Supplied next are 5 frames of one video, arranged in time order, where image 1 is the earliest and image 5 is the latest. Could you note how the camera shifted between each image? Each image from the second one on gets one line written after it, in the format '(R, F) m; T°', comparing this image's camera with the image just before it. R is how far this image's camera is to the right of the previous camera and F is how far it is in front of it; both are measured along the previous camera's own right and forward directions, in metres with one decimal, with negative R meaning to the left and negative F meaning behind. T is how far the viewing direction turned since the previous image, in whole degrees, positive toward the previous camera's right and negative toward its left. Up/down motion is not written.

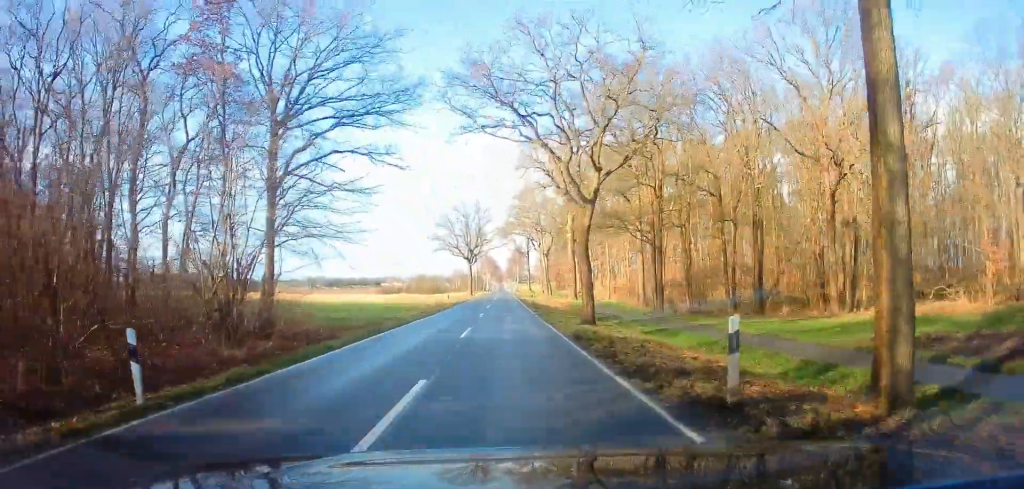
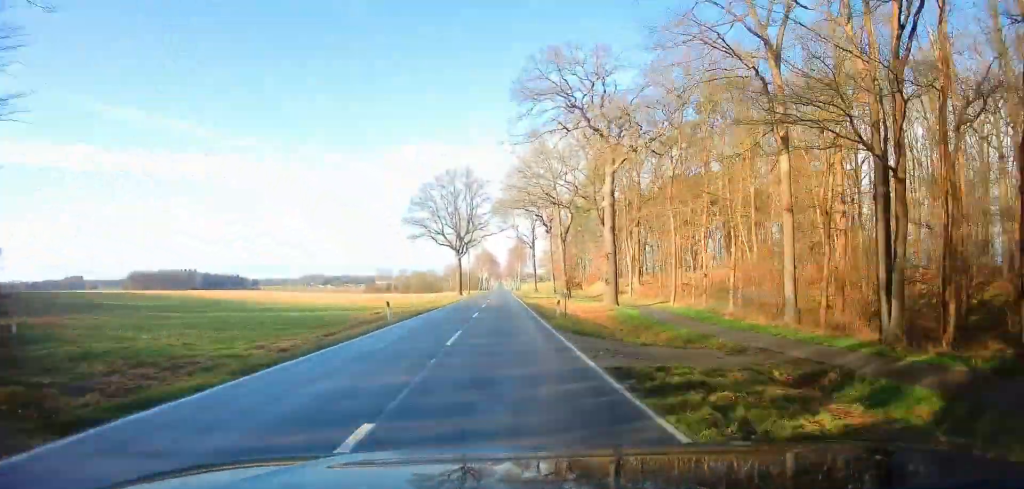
(-0.7, +27.0) m; -1°
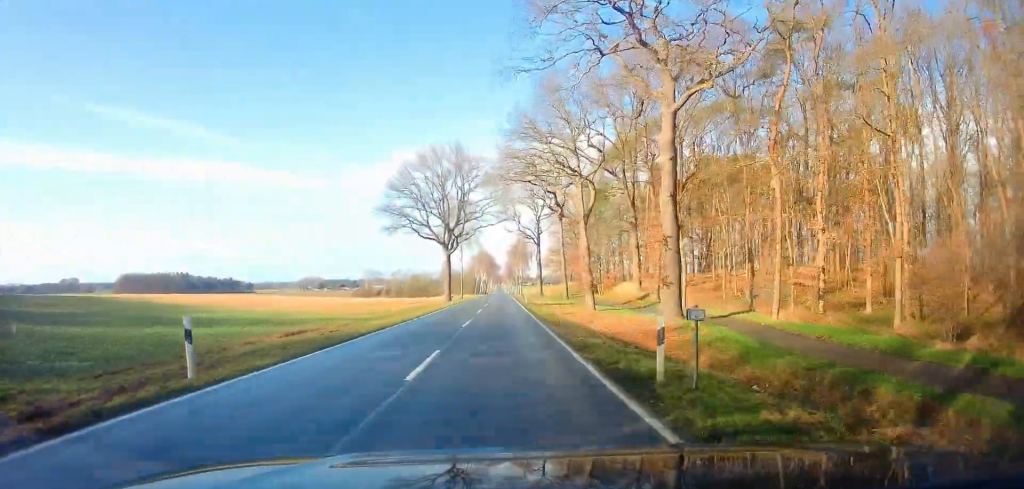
(+0.4, +17.0) m; +1°
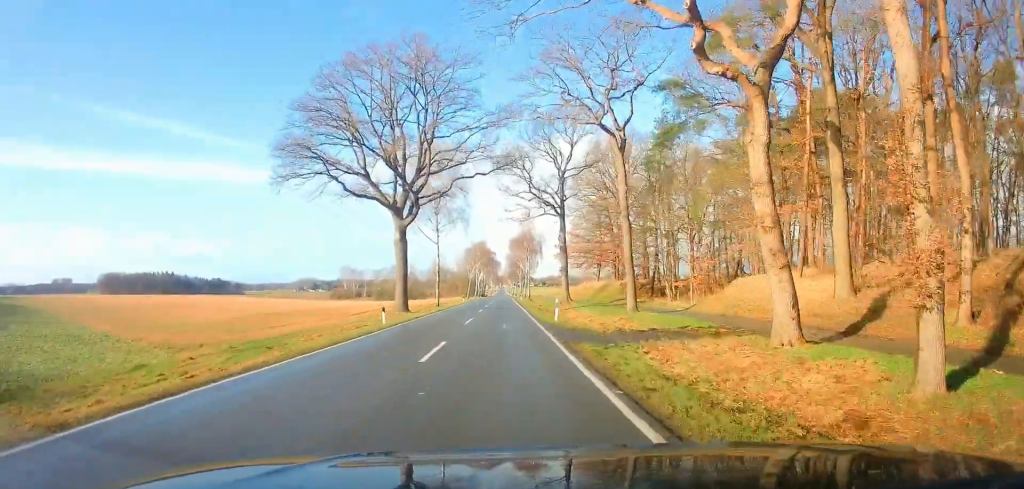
(-0.1, +33.9) m; -1°
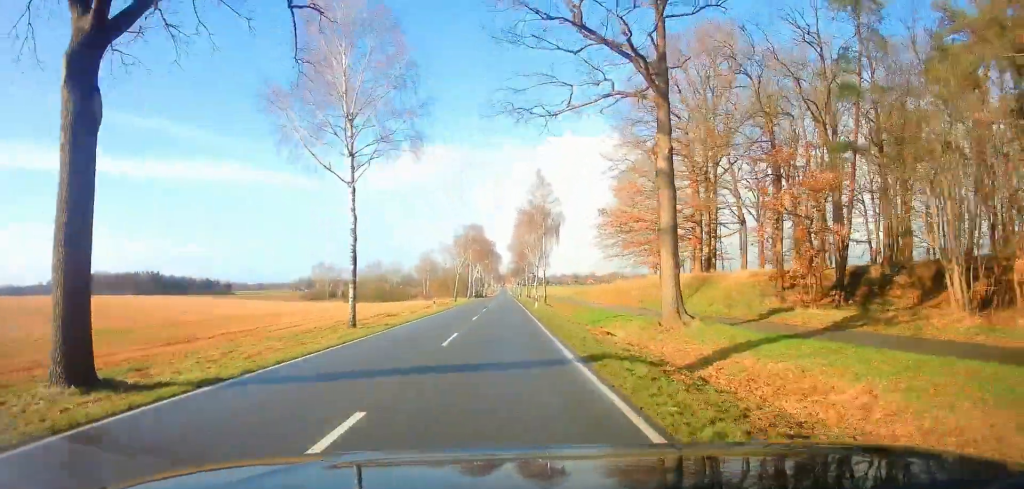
(-0.3, +32.7) m; 0°
